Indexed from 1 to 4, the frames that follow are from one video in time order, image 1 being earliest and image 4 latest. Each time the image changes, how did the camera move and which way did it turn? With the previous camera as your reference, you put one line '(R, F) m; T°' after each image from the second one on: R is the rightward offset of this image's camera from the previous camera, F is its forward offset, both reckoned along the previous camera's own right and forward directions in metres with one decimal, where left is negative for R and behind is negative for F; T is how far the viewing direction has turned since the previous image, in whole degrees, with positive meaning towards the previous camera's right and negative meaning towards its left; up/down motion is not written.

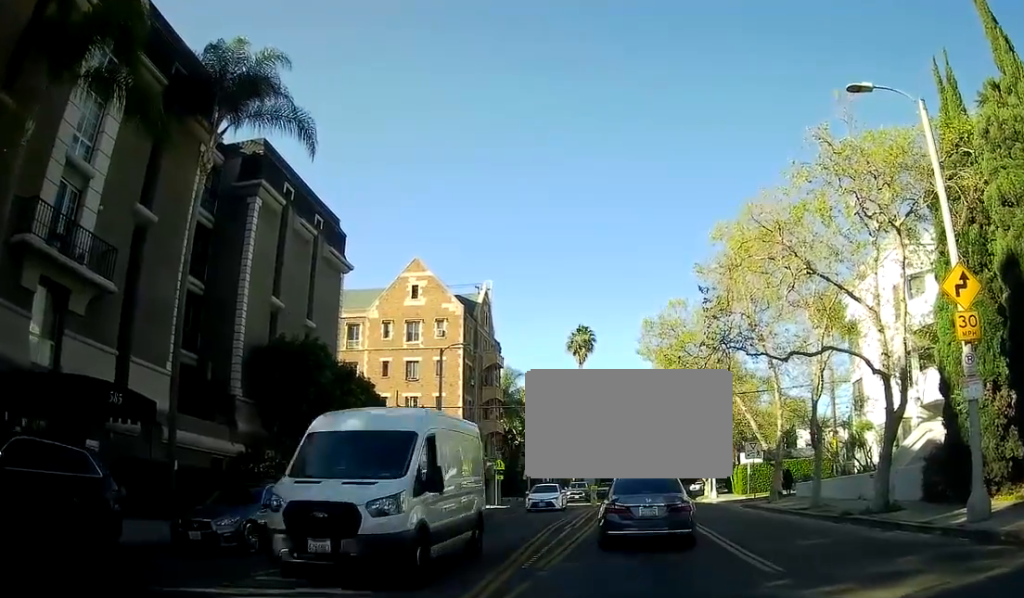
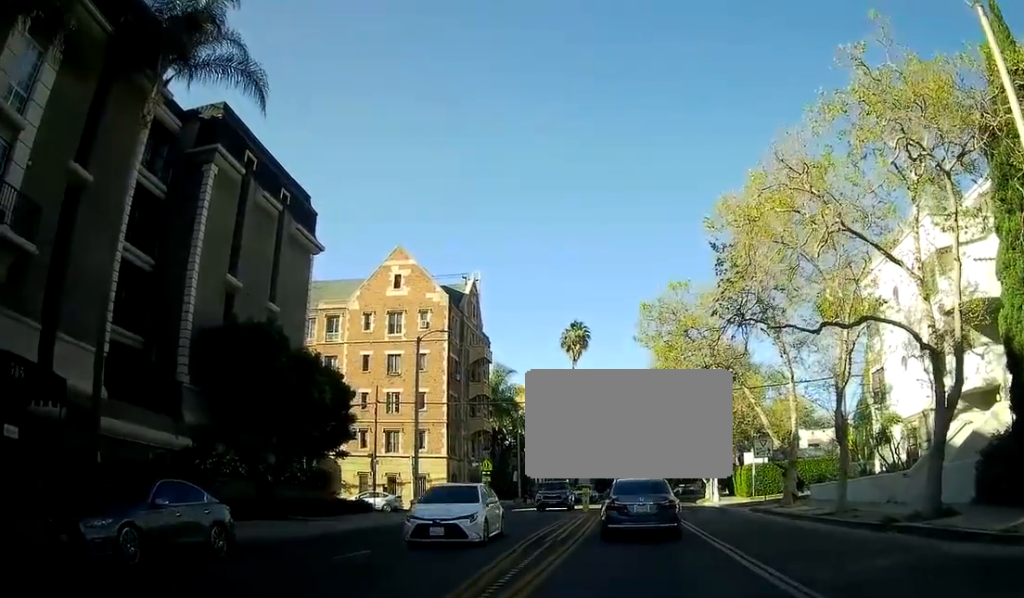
(0.0, +3.5) m; 0°
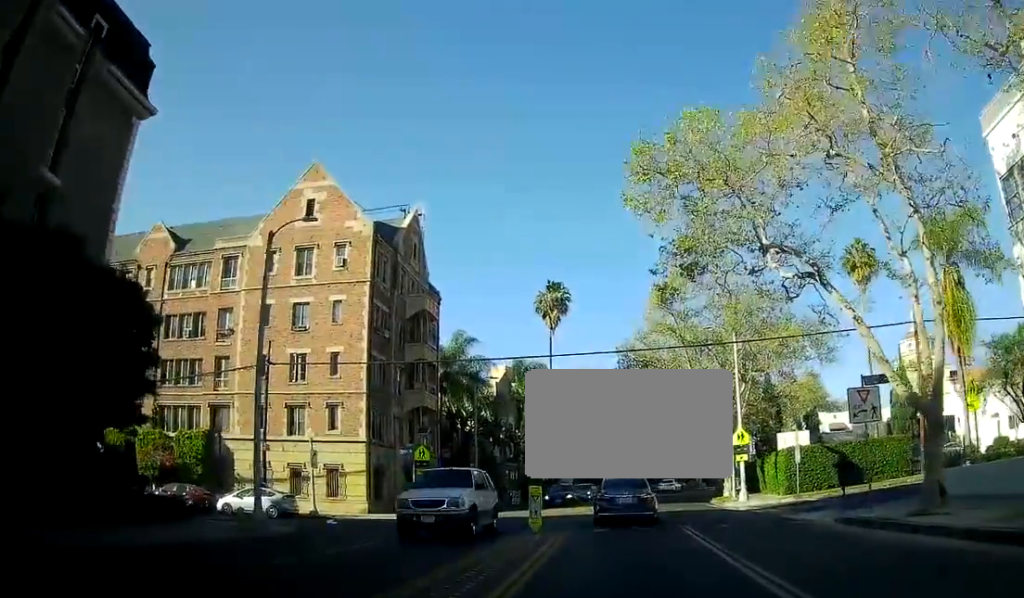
(0.0, +17.3) m; 0°
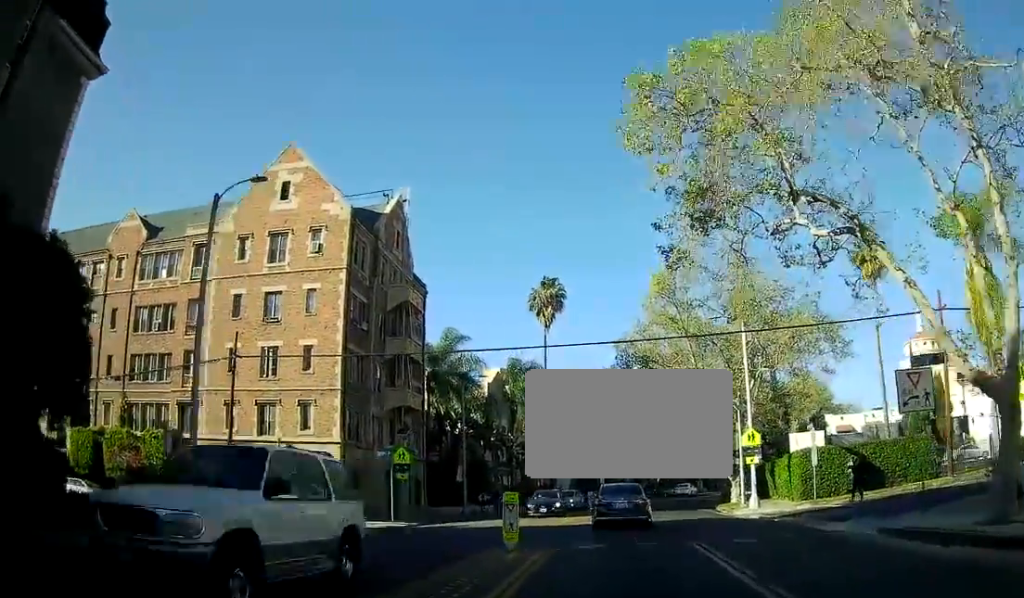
(0.0, +4.1) m; 0°
